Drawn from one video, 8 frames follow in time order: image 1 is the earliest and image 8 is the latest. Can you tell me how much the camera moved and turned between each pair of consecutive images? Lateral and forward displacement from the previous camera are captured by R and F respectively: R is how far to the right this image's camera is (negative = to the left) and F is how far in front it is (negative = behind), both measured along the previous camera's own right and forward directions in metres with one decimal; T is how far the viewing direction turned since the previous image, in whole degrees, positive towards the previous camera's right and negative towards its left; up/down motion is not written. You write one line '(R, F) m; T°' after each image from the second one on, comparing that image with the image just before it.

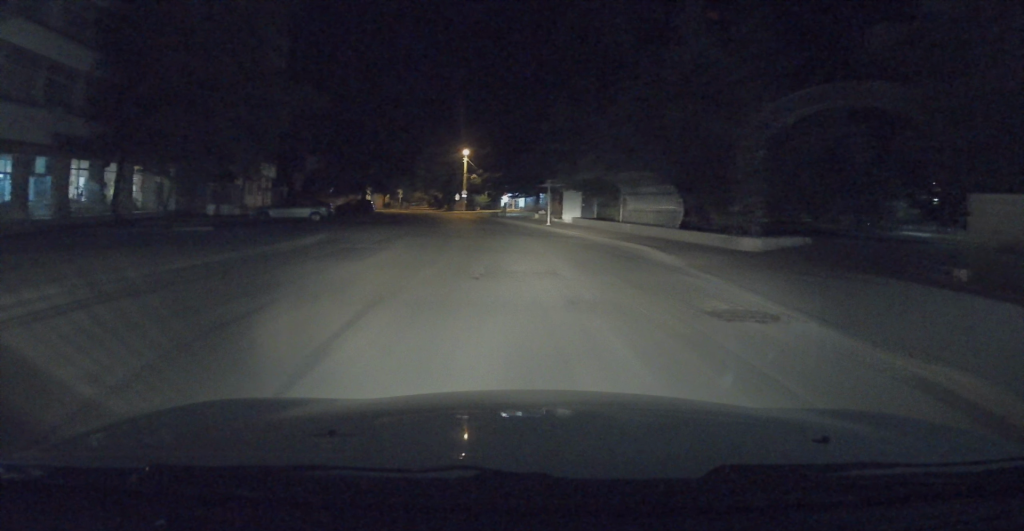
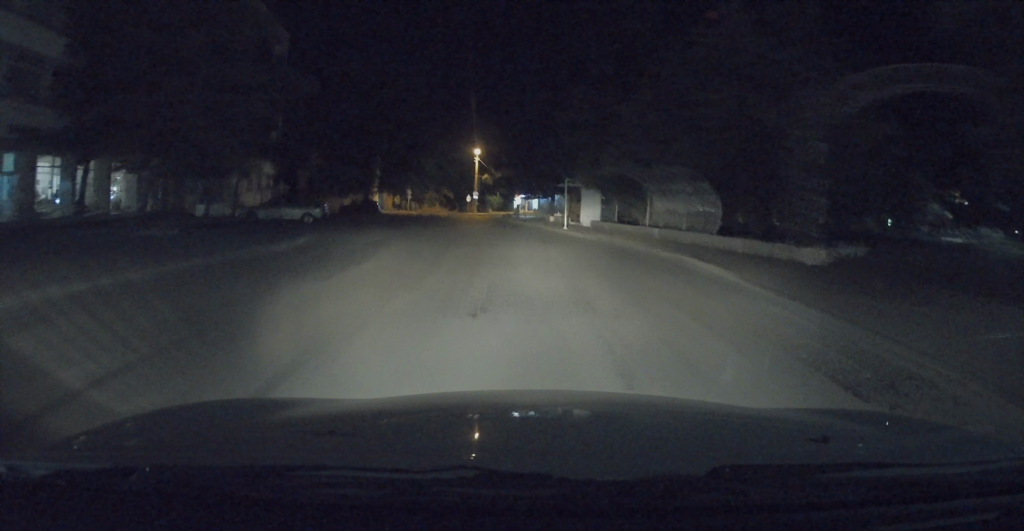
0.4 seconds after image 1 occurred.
(-0.3, +3.0) m; -2°
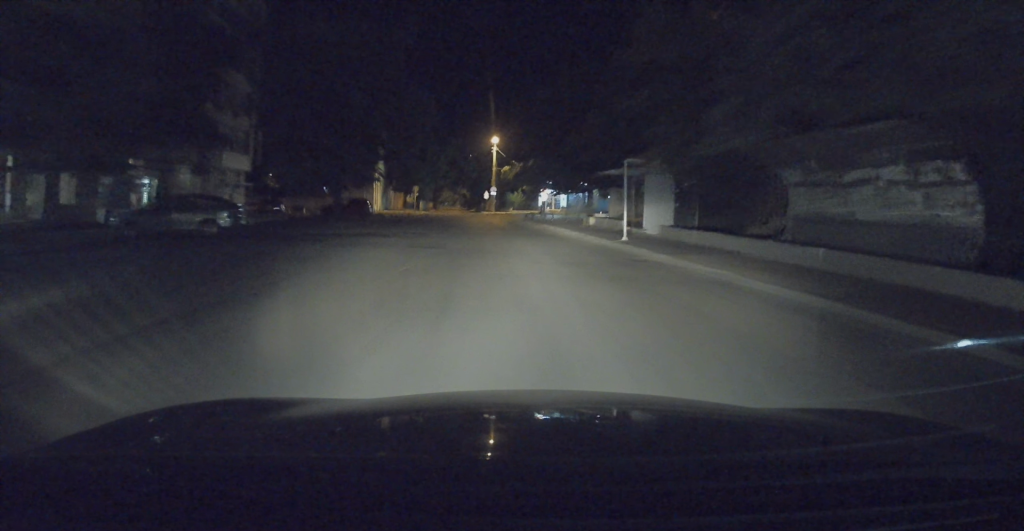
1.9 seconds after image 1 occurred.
(-0.8, +11.6) m; -2°
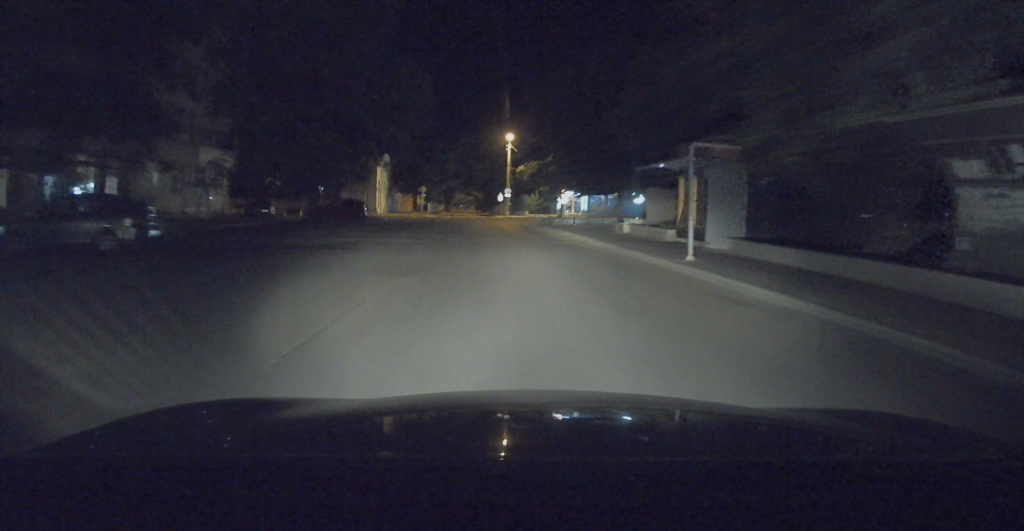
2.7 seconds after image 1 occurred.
(+0.2, +5.7) m; +2°
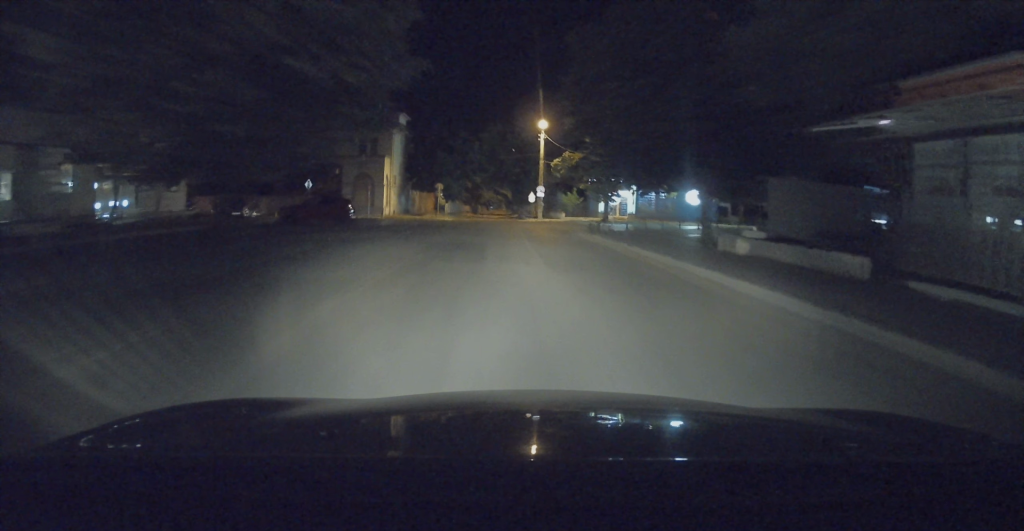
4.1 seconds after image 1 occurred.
(+0.2, +9.7) m; +1°
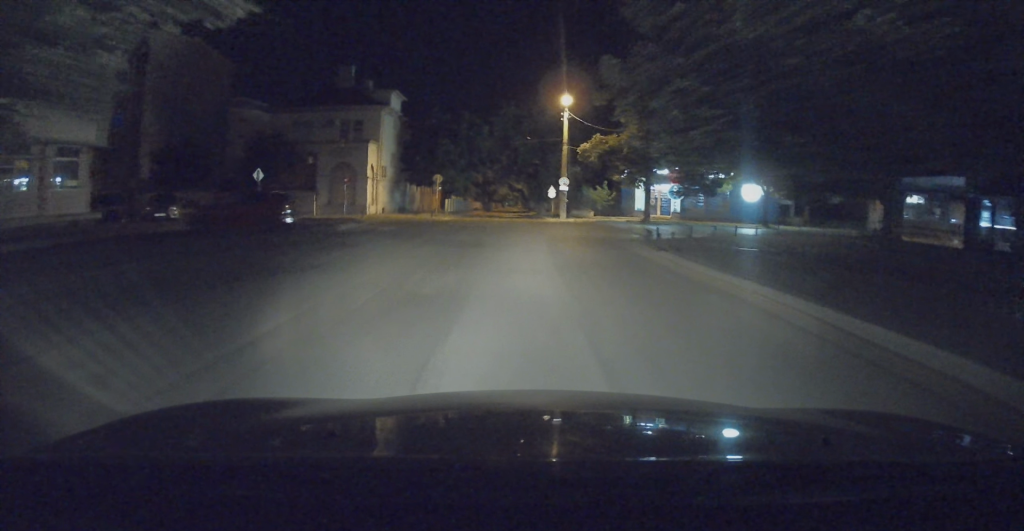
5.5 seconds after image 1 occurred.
(-0.1, +9.8) m; -4°
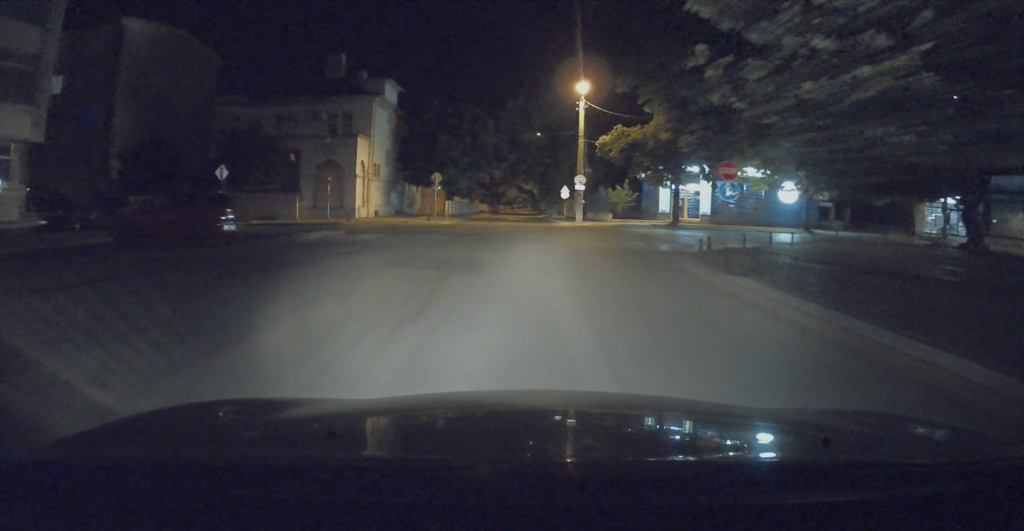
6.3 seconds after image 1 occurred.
(-0.1, +4.7) m; -2°
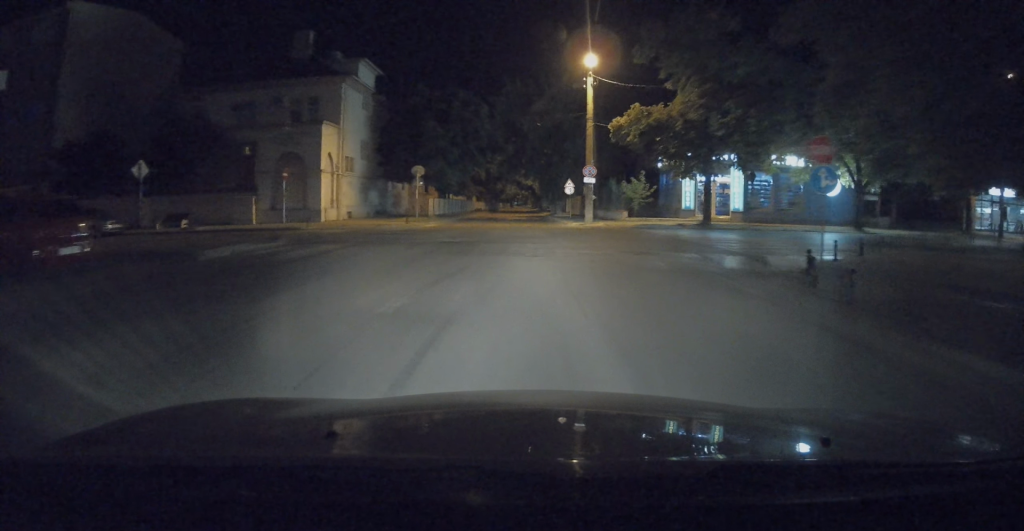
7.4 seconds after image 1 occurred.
(-0.2, +5.7) m; +1°
